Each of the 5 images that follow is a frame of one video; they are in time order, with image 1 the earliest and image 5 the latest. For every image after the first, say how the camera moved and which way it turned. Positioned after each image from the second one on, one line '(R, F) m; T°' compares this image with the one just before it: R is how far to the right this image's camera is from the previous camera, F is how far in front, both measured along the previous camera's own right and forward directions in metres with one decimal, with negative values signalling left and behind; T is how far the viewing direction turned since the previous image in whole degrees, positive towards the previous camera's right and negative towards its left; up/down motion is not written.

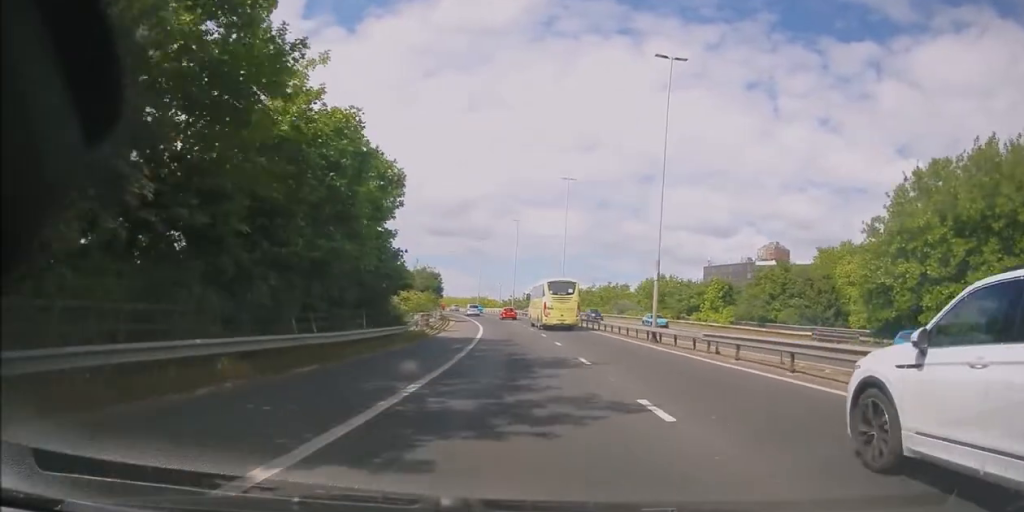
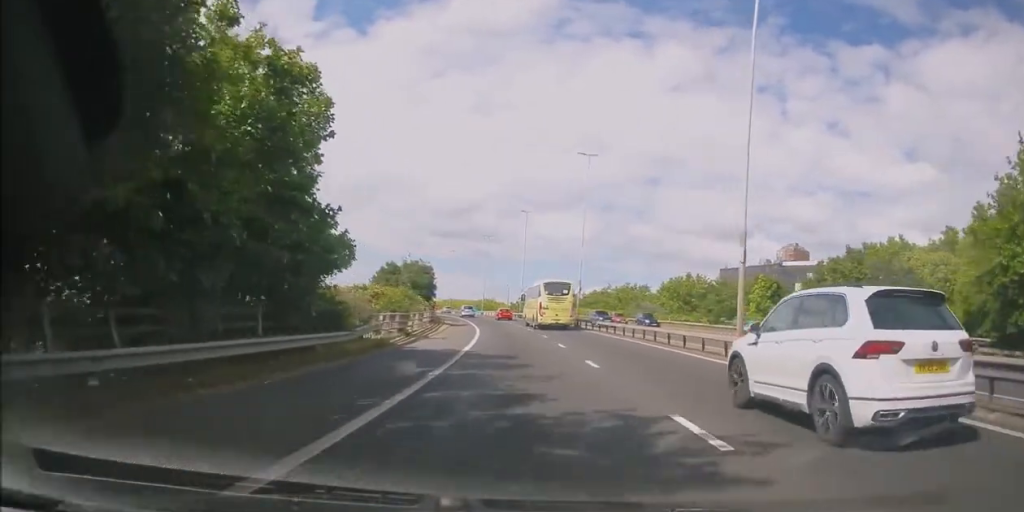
(-0.1, +11.0) m; -1°
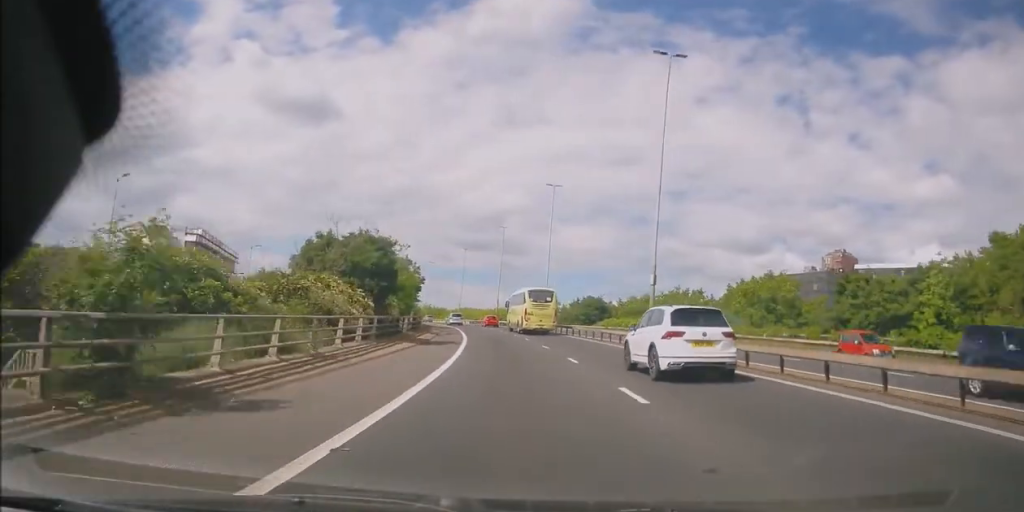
(-0.5, +23.0) m; -3°
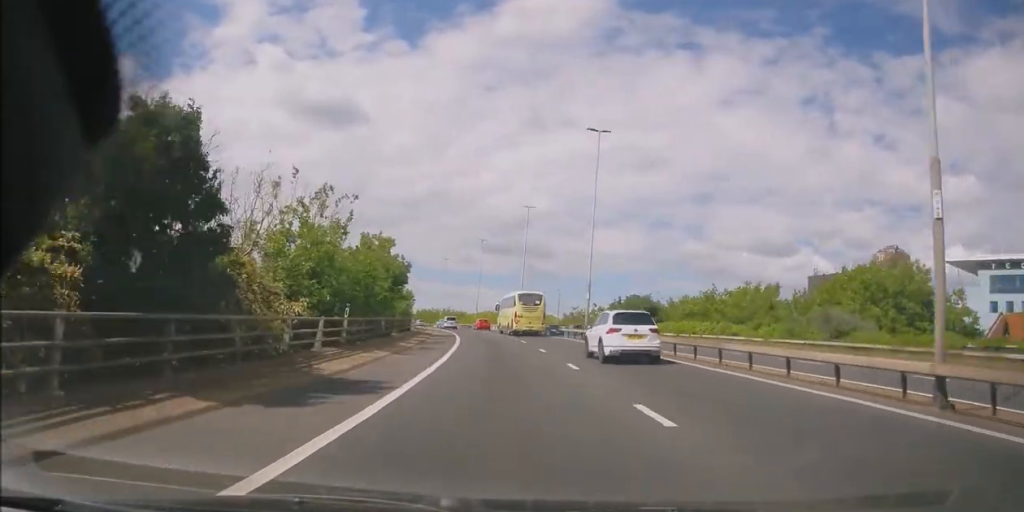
(-0.5, +19.6) m; -3°
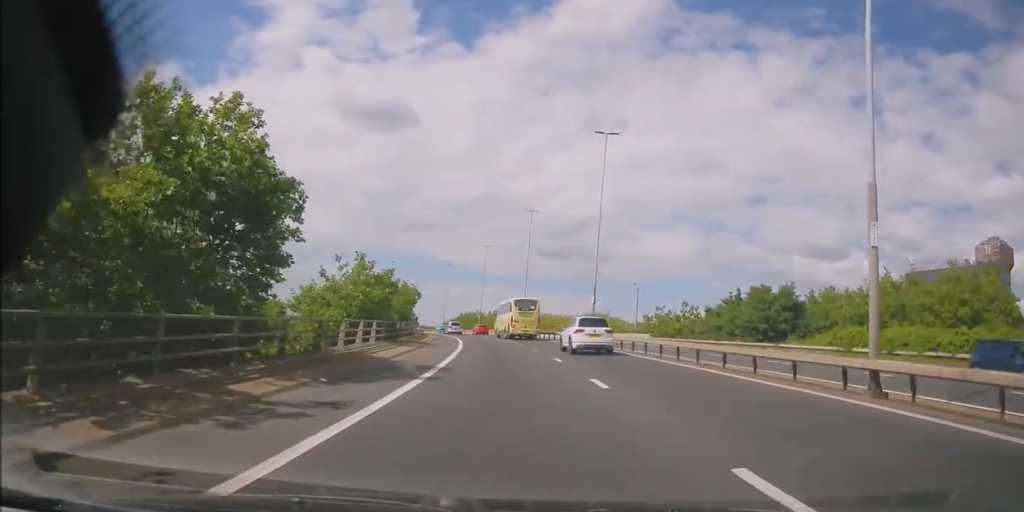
(-1.2, +30.9) m; -5°
